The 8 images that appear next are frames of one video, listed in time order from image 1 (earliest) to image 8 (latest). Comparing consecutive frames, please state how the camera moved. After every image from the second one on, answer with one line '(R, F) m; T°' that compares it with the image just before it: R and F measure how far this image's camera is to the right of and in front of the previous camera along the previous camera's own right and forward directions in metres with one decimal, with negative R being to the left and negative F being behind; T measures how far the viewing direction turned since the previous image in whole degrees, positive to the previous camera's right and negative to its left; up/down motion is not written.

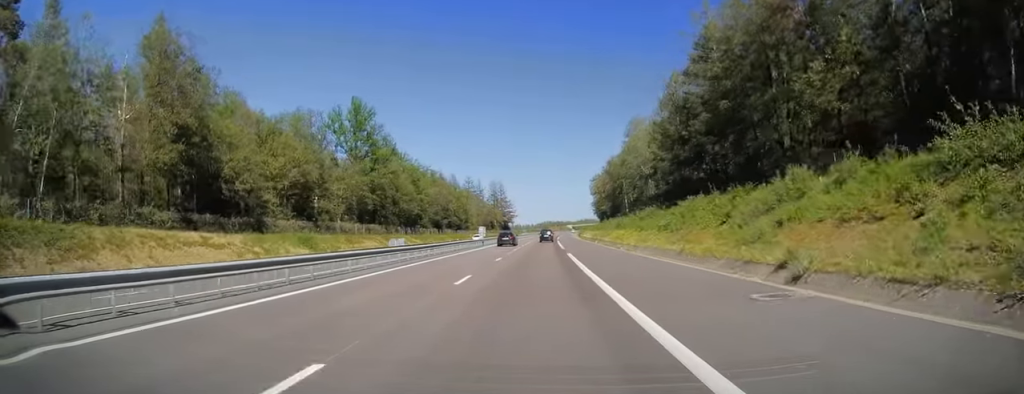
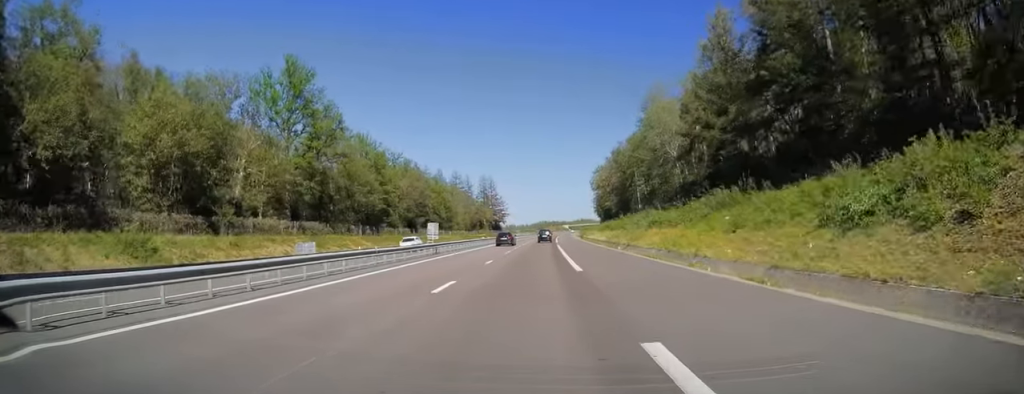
(0.0, +28.0) m; +1°
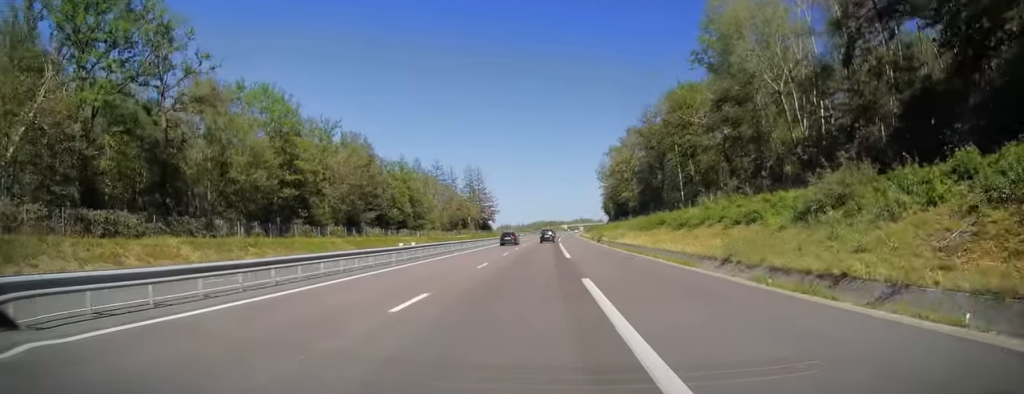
(+0.4, +42.3) m; 0°
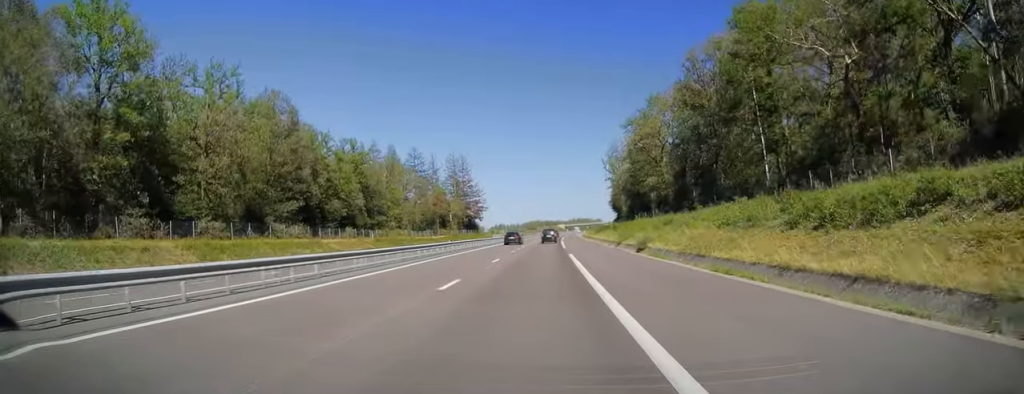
(-0.2, +34.8) m; 0°
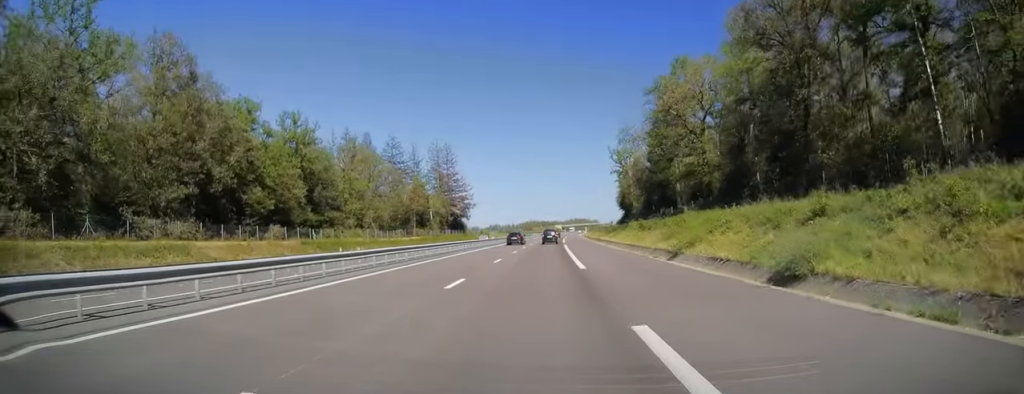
(+0.3, +25.5) m; +1°
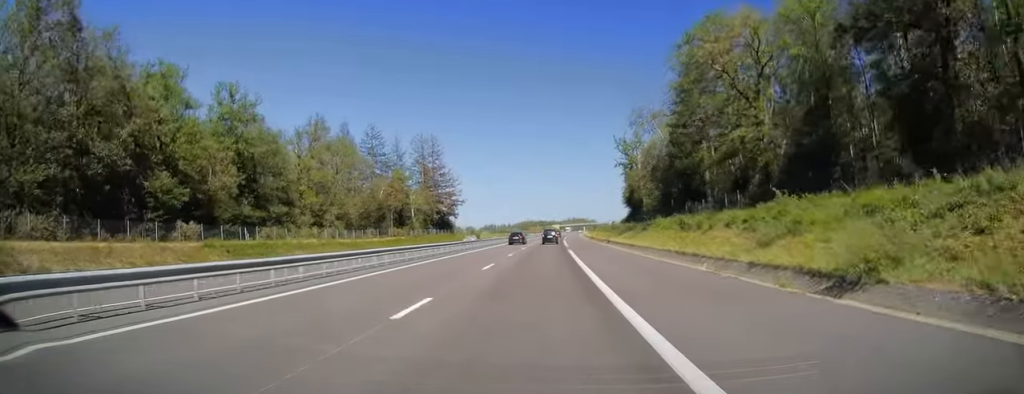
(-0.1, +18.2) m; 0°
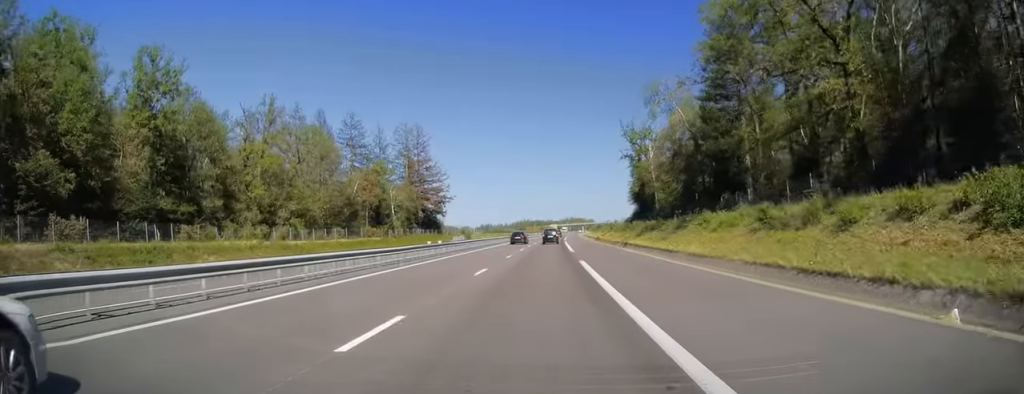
(+0.1, +15.7) m; 0°
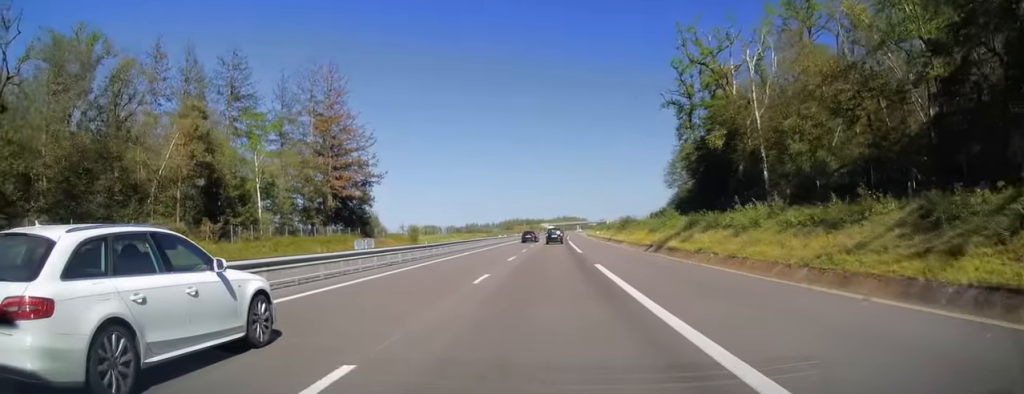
(+0.1, +55.4) m; +1°
